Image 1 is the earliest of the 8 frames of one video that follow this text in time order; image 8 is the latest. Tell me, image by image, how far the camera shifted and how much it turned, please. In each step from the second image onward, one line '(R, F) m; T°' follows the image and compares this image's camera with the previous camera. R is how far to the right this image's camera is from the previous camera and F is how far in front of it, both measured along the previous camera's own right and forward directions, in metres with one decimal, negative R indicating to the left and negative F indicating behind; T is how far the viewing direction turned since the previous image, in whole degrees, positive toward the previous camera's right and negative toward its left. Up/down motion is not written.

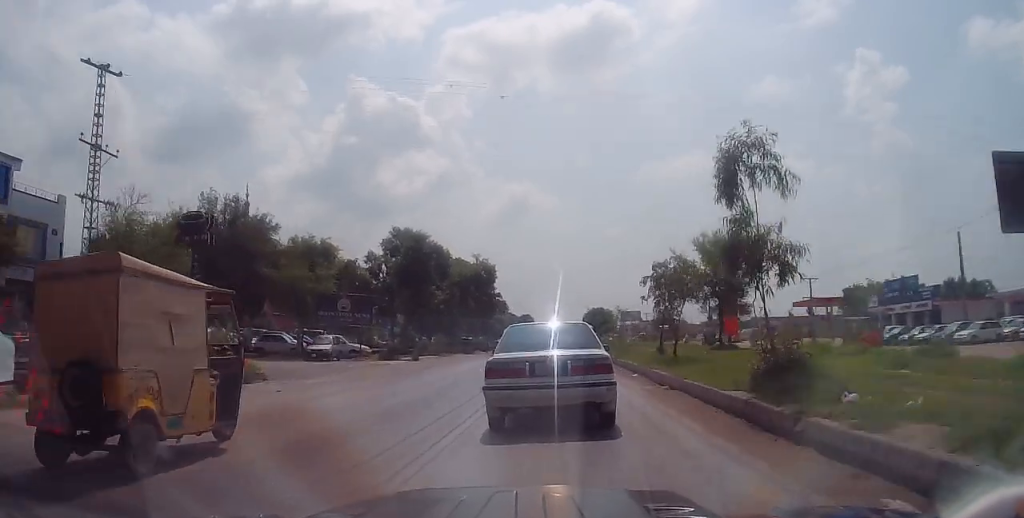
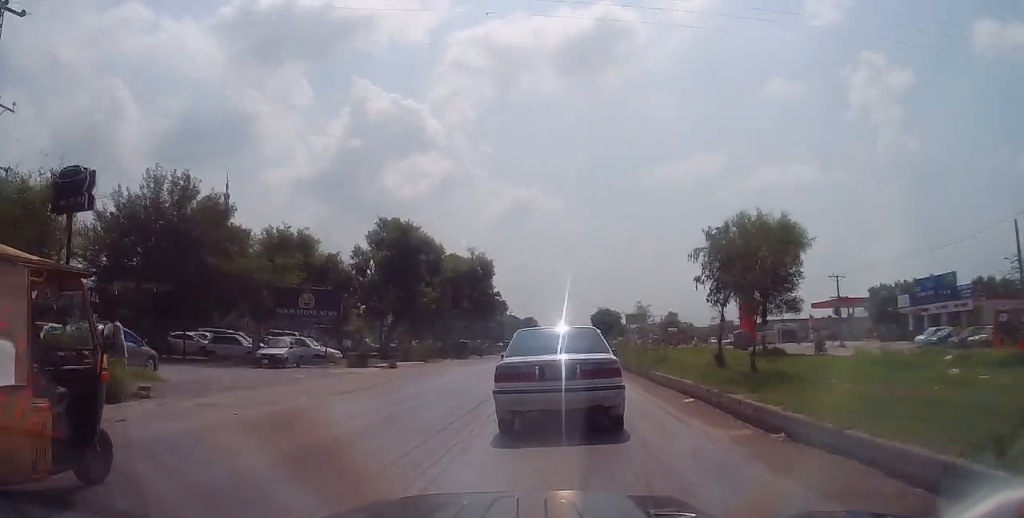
(0.0, +6.5) m; 0°
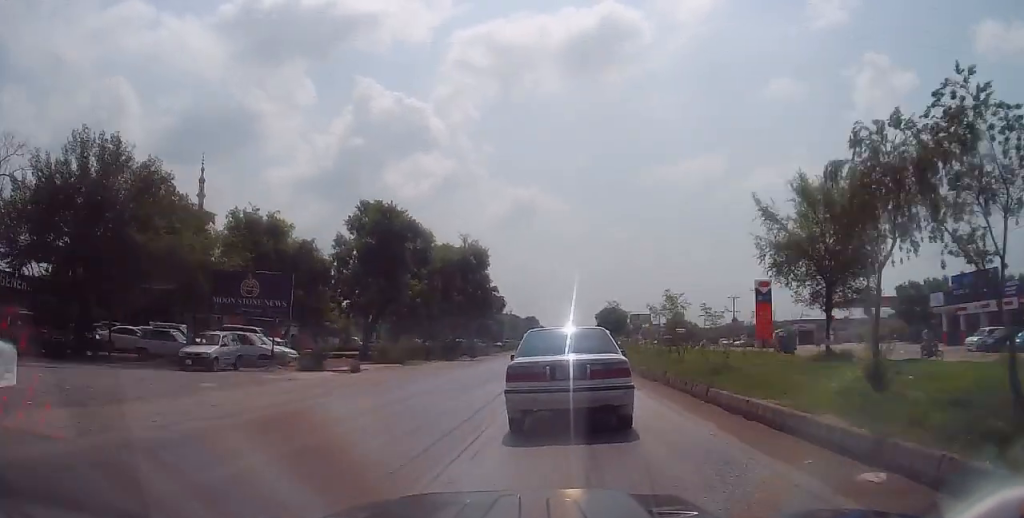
(0.0, +6.5) m; +1°
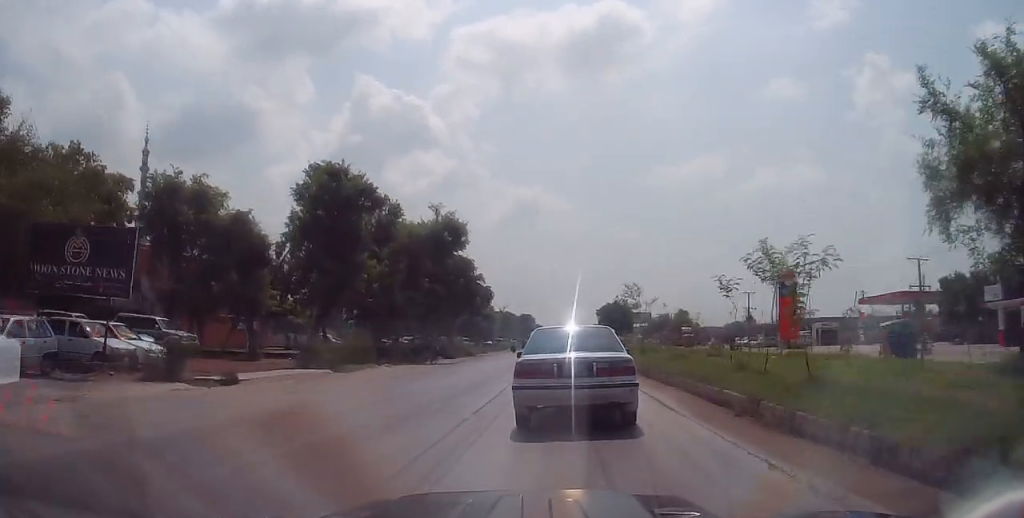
(+0.1, +10.3) m; +1°
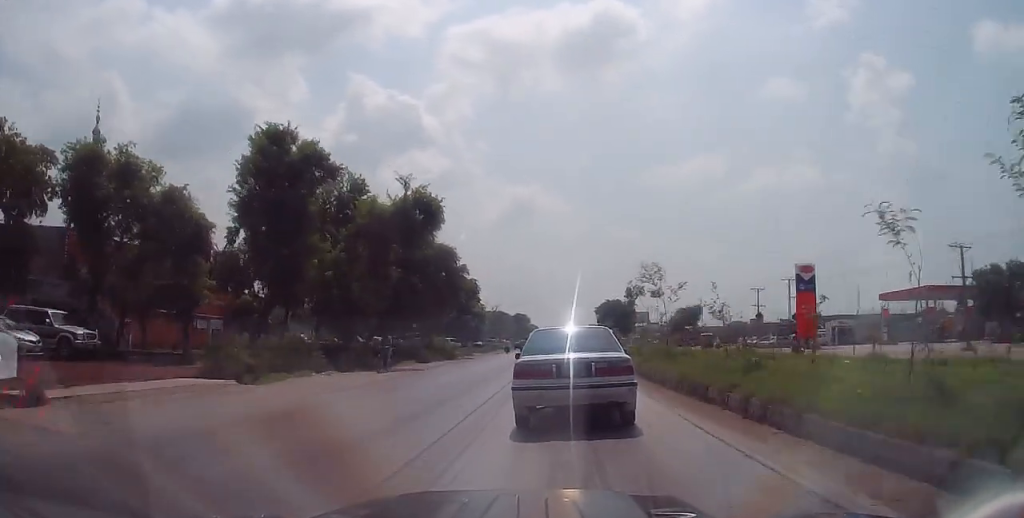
(+0.2, +7.1) m; 0°
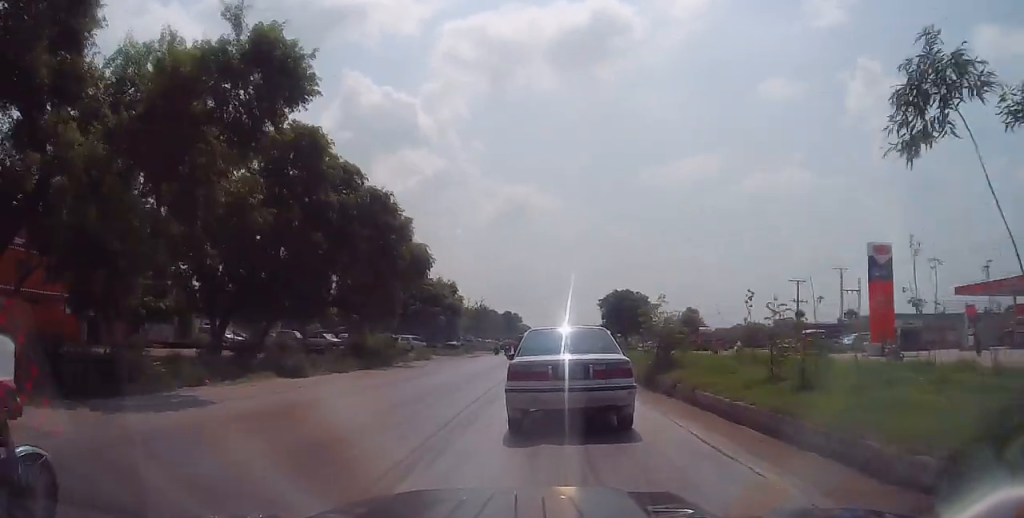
(-0.3, +17.7) m; -1°
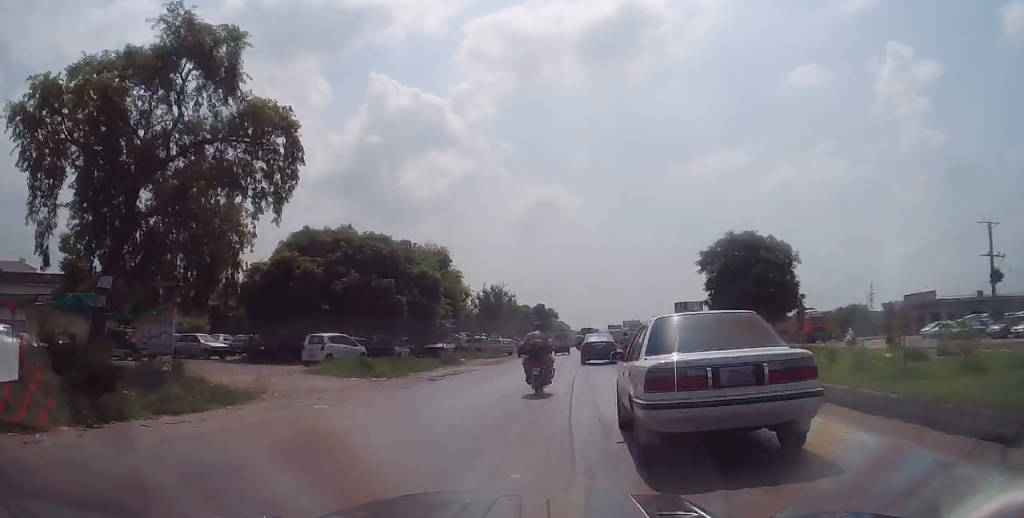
(-1.5, +31.1) m; -4°
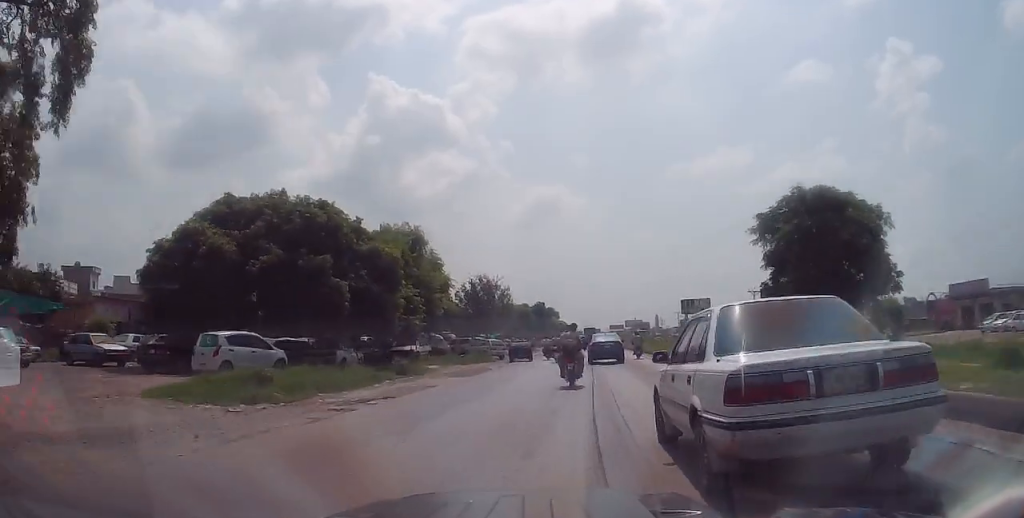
(+0.1, +9.6) m; 0°
